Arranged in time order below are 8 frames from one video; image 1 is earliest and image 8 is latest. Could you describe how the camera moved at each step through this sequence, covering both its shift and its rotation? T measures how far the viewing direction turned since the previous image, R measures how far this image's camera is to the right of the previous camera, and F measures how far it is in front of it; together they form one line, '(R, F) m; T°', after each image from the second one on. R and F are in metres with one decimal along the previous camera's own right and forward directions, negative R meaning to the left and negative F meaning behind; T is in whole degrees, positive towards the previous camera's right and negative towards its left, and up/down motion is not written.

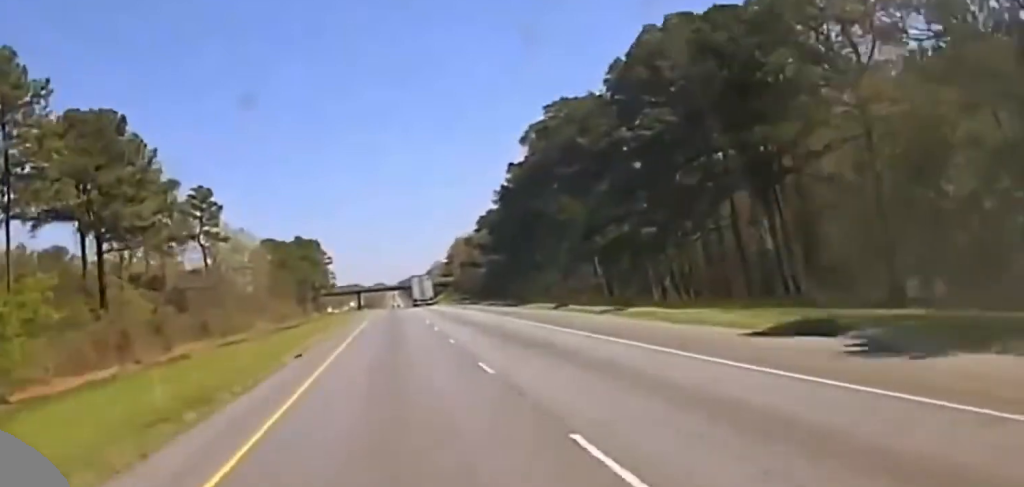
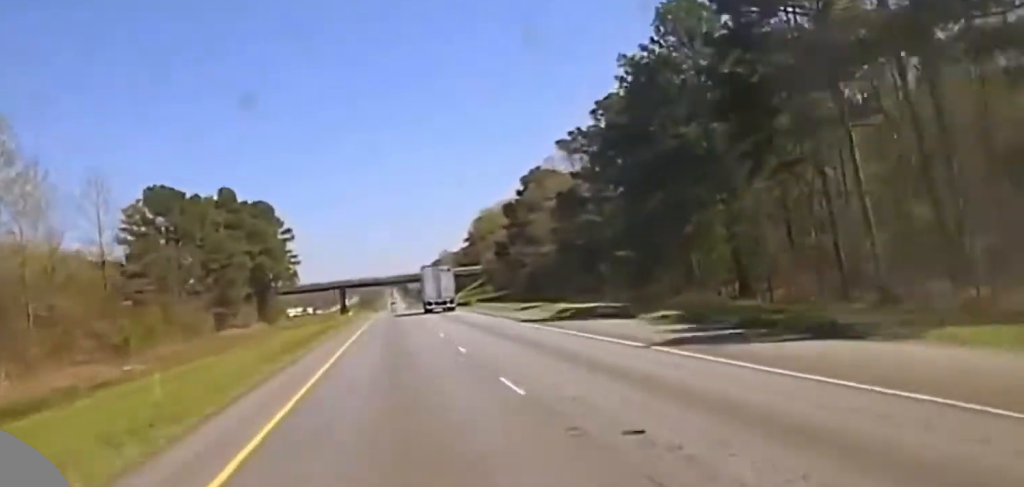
(-0.8, +103.8) m; -1°
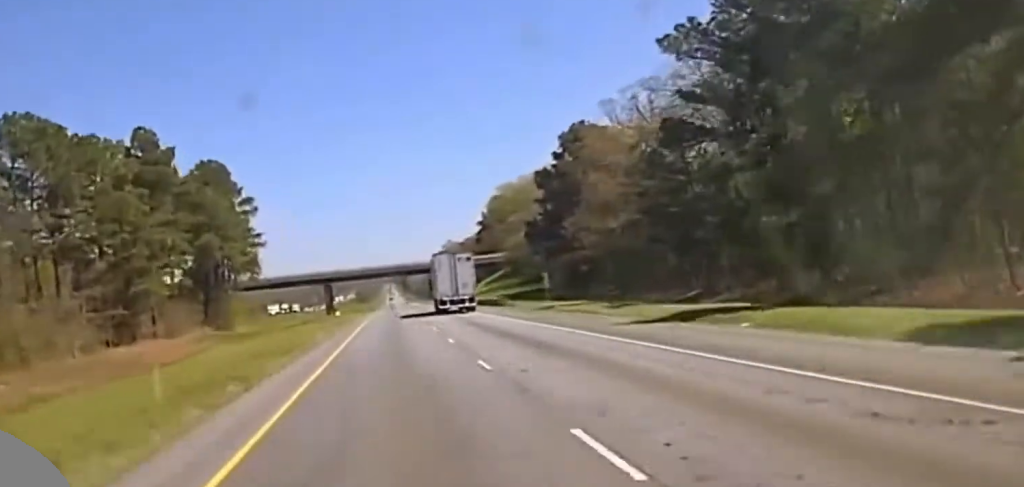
(+0.2, +46.7) m; 0°
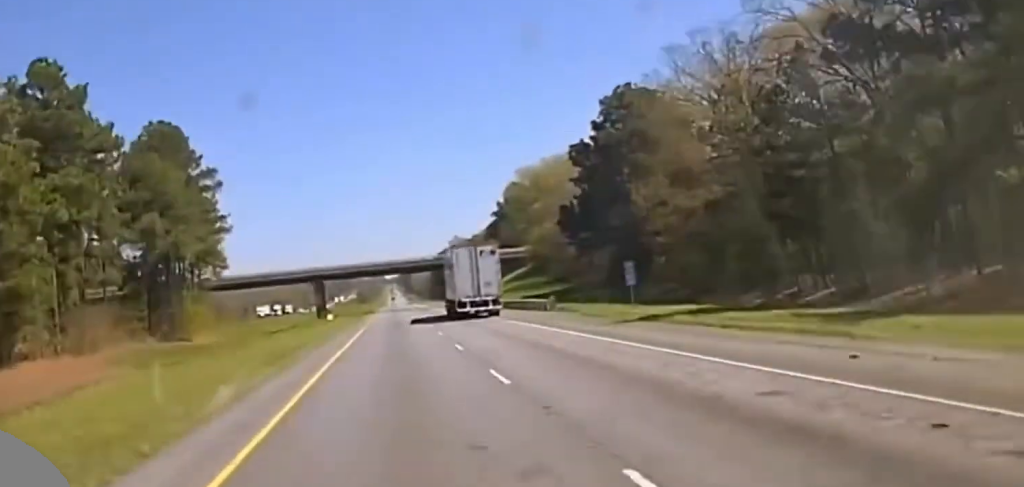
(+0.1, +28.7) m; 0°
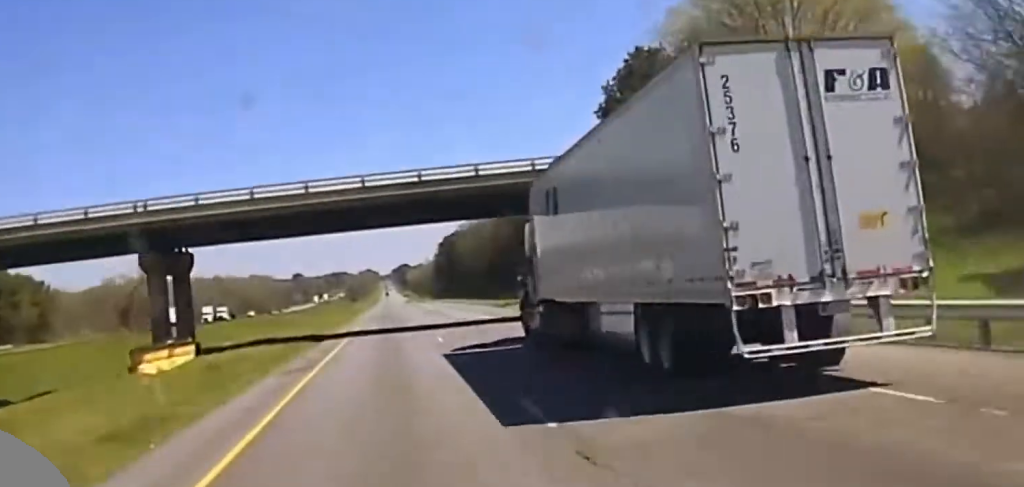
(-0.3, +108.0) m; 0°
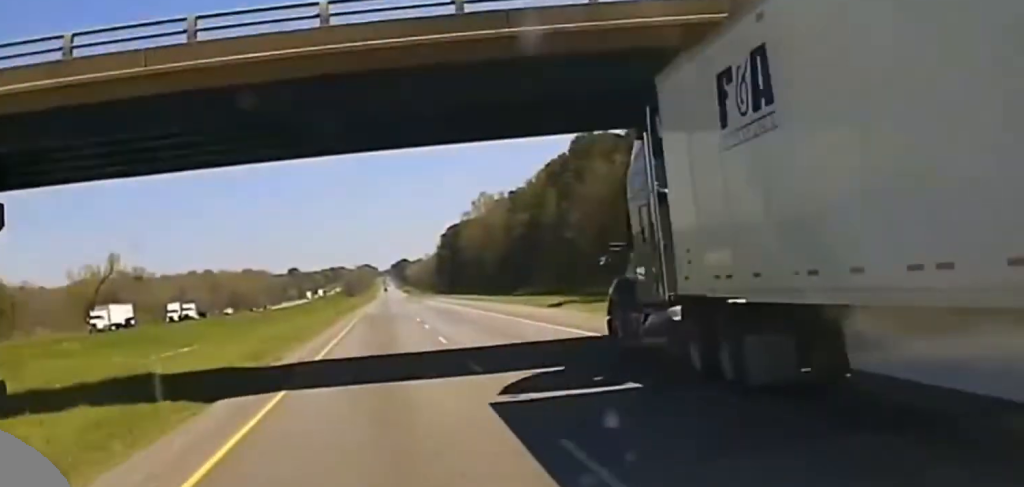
(0.0, +25.0) m; 0°
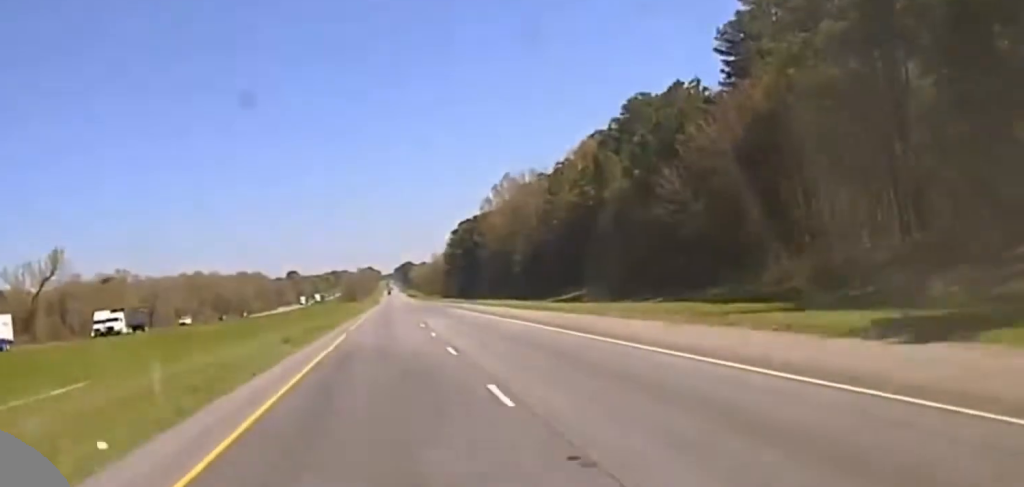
(+0.1, +39.5) m; 0°
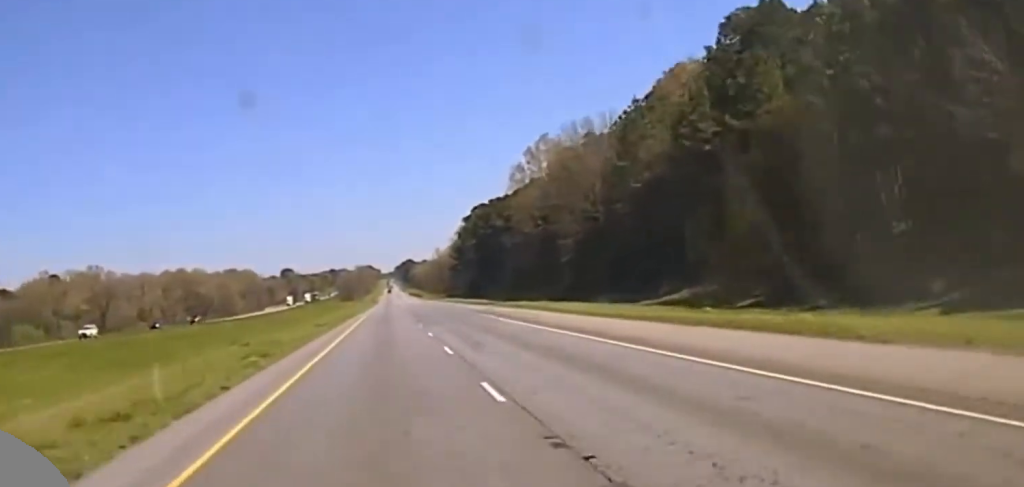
(0.0, +48.4) m; 0°
